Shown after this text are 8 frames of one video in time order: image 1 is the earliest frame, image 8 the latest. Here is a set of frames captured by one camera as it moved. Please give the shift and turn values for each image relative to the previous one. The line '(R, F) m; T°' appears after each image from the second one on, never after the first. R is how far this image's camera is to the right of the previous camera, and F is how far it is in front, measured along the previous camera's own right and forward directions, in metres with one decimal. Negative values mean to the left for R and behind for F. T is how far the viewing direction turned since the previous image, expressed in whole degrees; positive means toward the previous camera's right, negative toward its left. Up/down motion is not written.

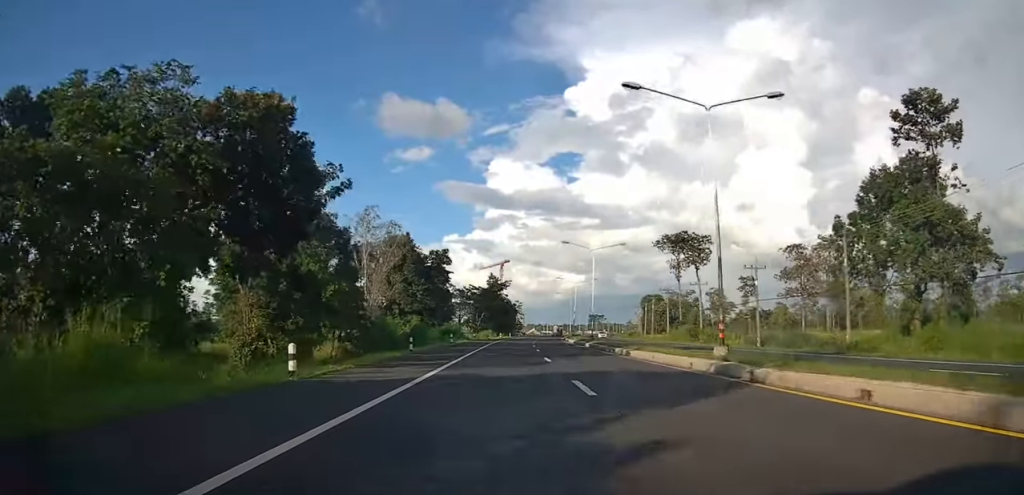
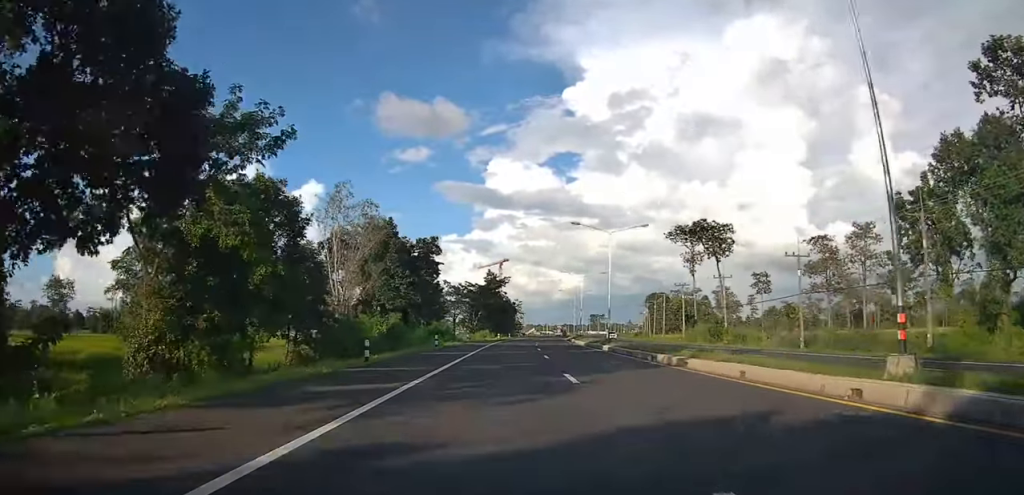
(-0.2, +9.7) m; -1°
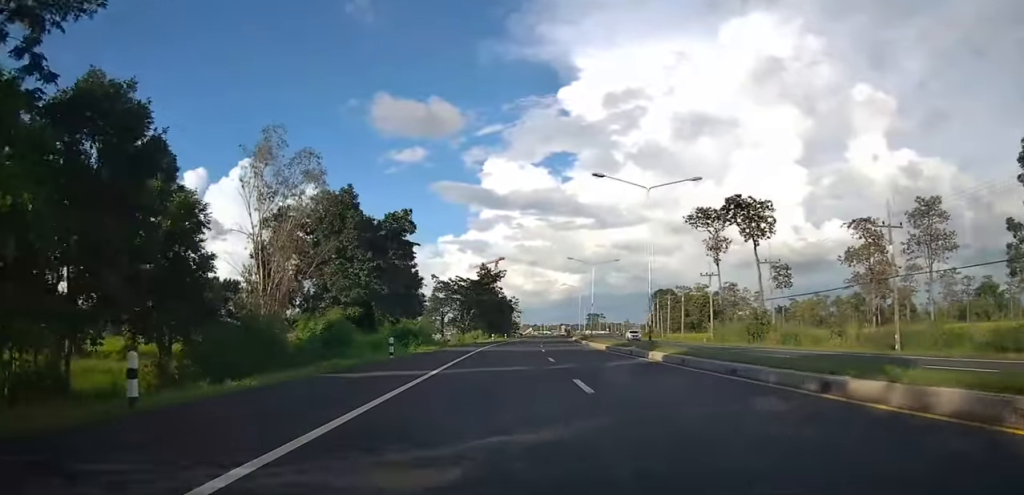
(0.0, +14.3) m; +1°
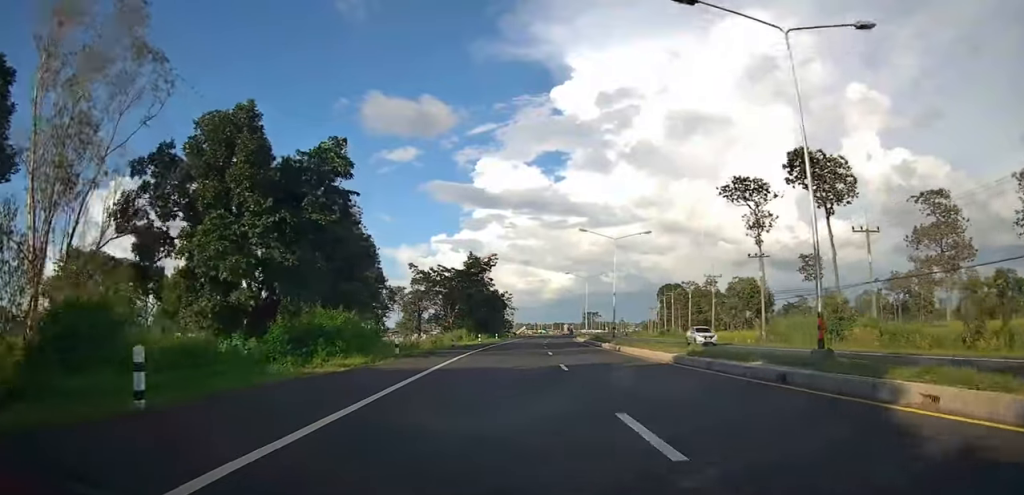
(+0.2, +18.1) m; +2°
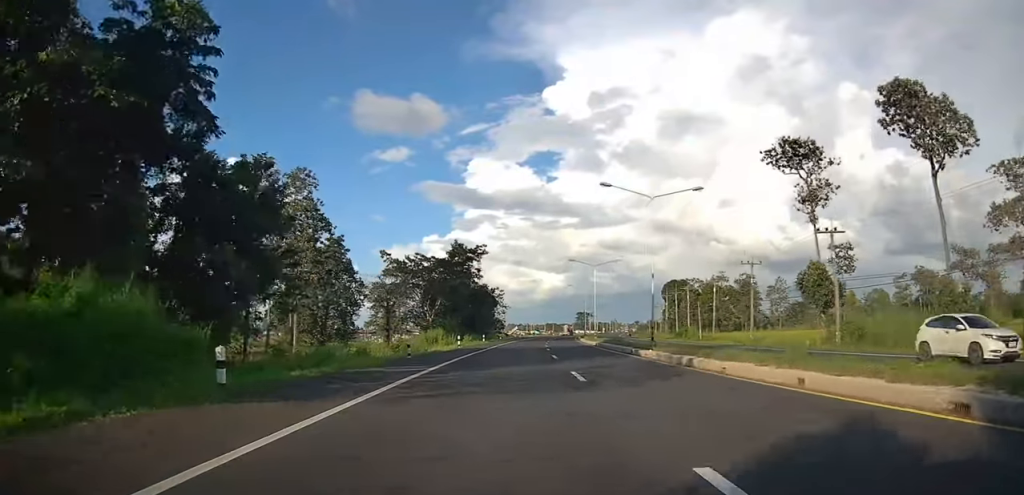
(+0.4, +15.8) m; +2°
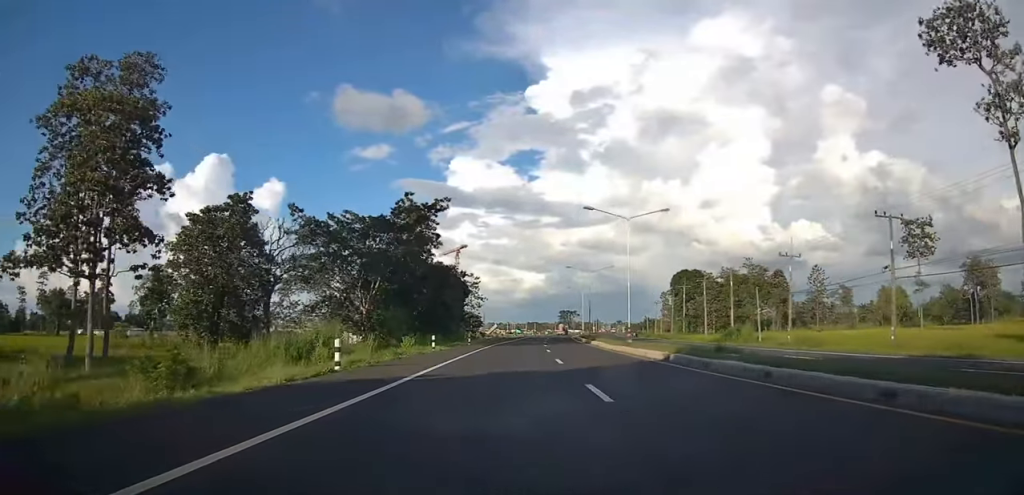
(+0.2, +28.6) m; +1°
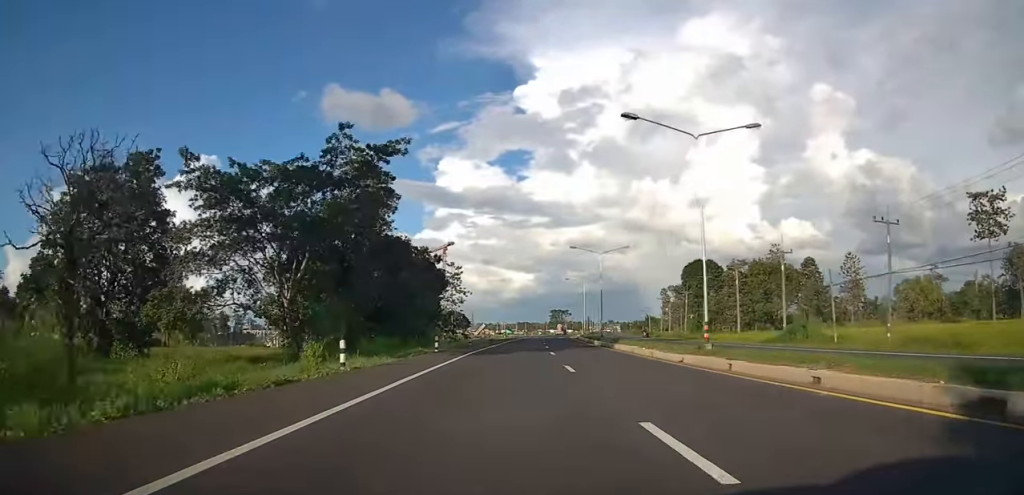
(+0.1, +17.8) m; 0°
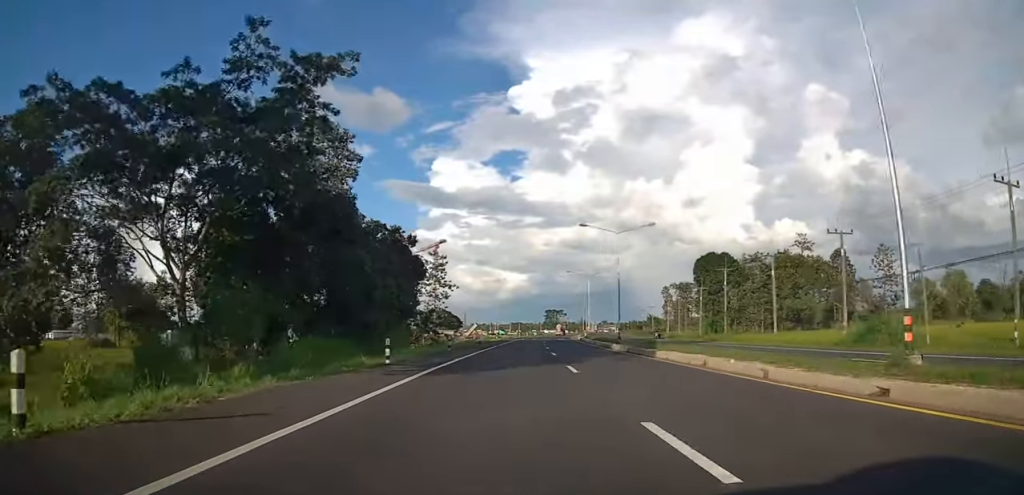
(0.0, +12.5) m; 0°
